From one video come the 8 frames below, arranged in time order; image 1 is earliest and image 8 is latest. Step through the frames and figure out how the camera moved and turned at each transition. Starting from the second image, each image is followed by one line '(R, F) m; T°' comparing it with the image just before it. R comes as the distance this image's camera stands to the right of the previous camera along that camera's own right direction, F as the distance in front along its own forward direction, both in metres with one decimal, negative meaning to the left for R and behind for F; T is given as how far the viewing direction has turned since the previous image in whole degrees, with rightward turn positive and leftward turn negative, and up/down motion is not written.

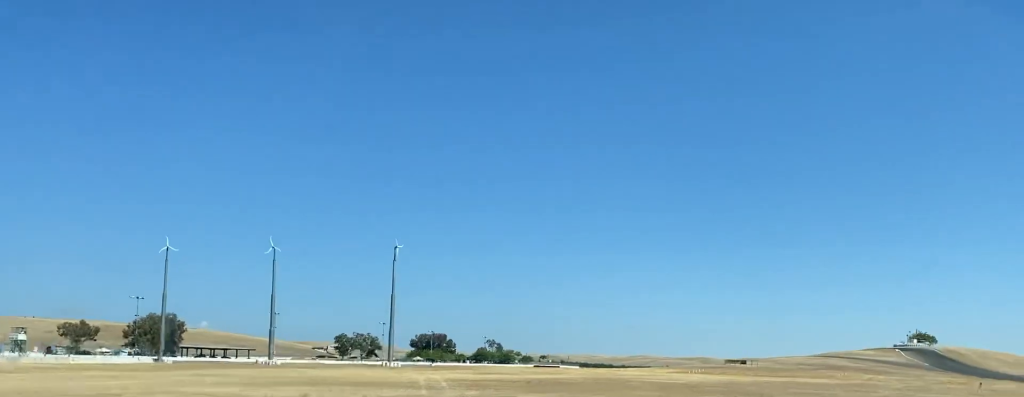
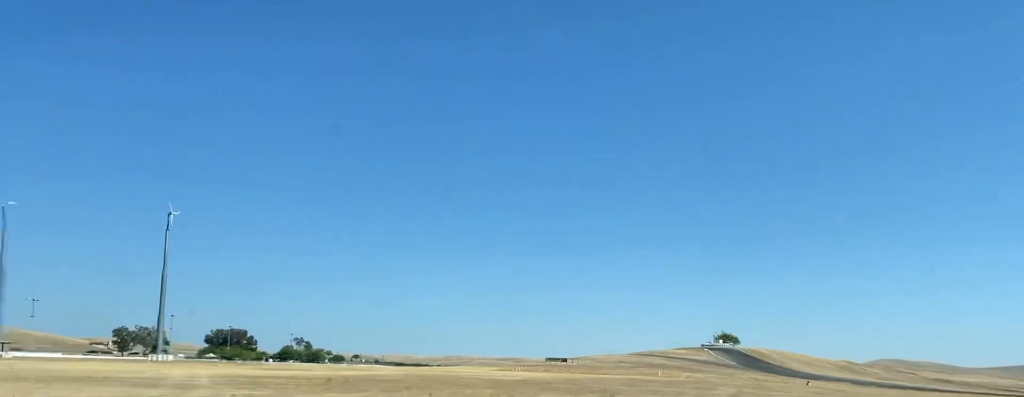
(+2.1, +17.8) m; +12°
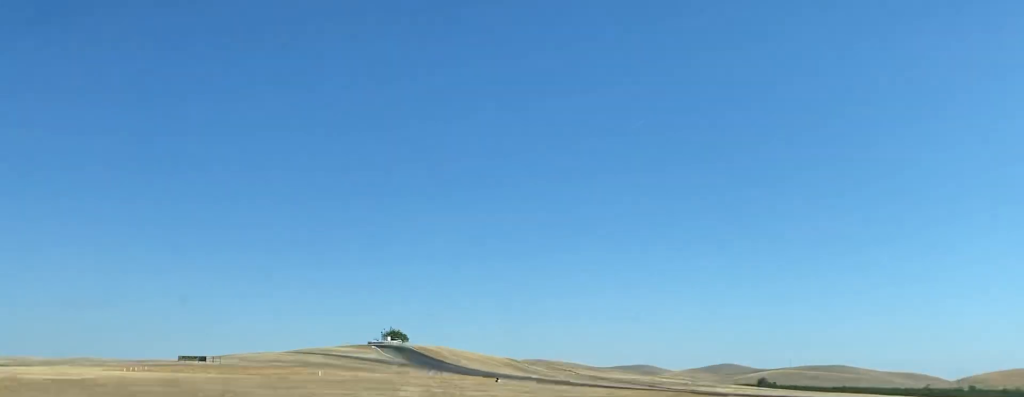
(+5.9, +31.9) m; +16°
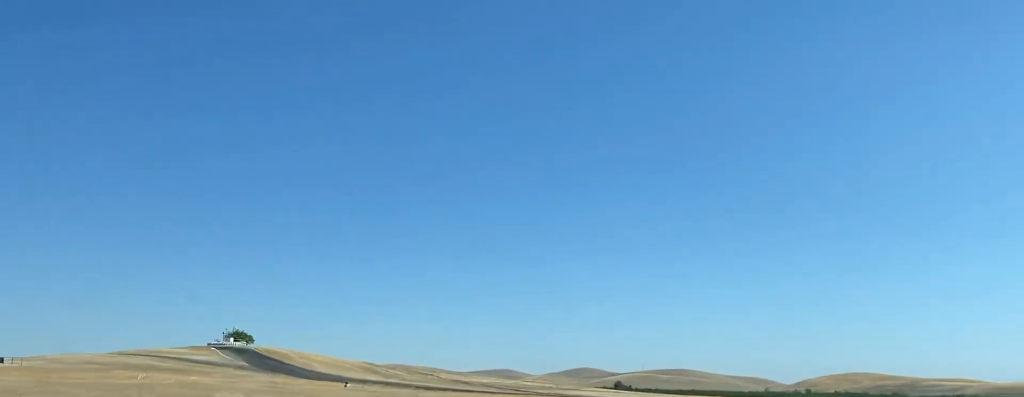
(+0.4, +14.9) m; +5°
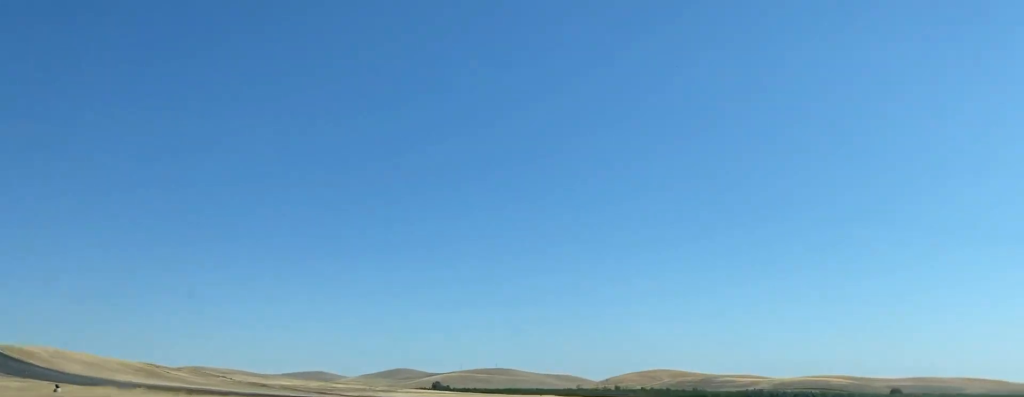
(+1.7, +22.4) m; +4°
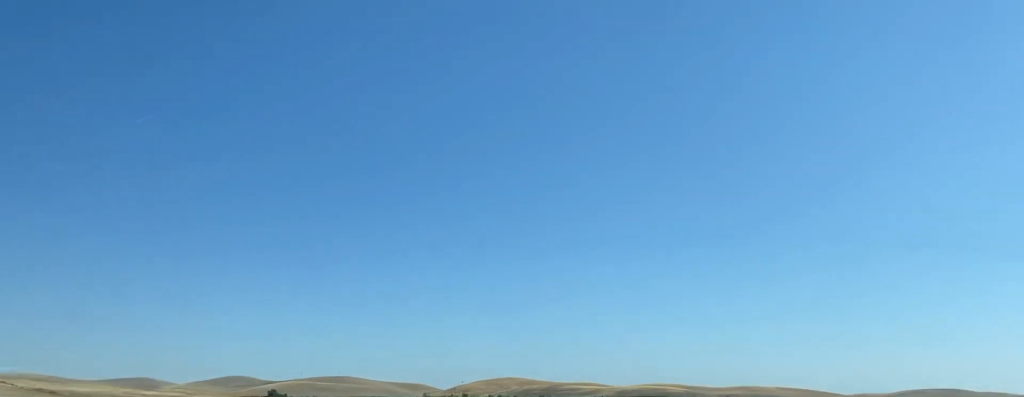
(+0.4, +17.6) m; -5°
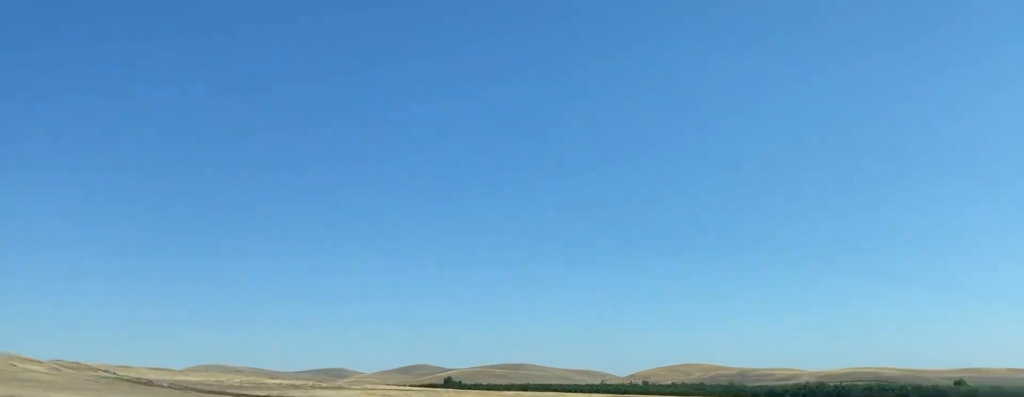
(-22.3, +50.4) m; -50°
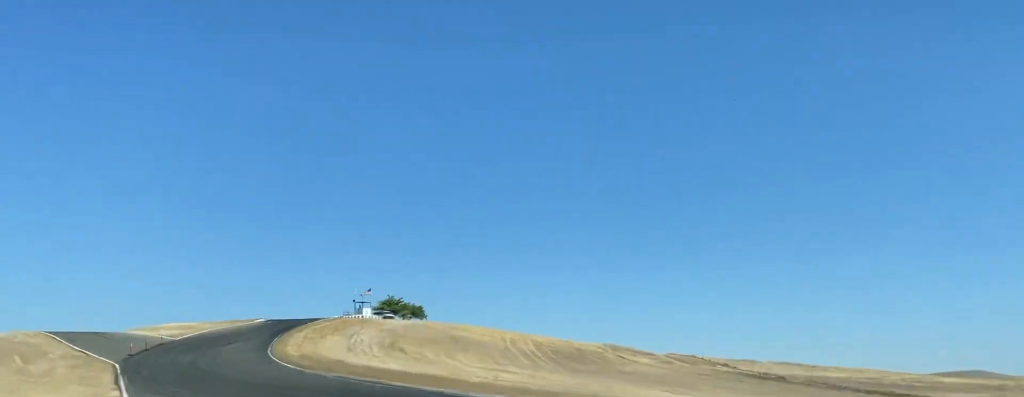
(-17.2, +58.0) m; -29°
